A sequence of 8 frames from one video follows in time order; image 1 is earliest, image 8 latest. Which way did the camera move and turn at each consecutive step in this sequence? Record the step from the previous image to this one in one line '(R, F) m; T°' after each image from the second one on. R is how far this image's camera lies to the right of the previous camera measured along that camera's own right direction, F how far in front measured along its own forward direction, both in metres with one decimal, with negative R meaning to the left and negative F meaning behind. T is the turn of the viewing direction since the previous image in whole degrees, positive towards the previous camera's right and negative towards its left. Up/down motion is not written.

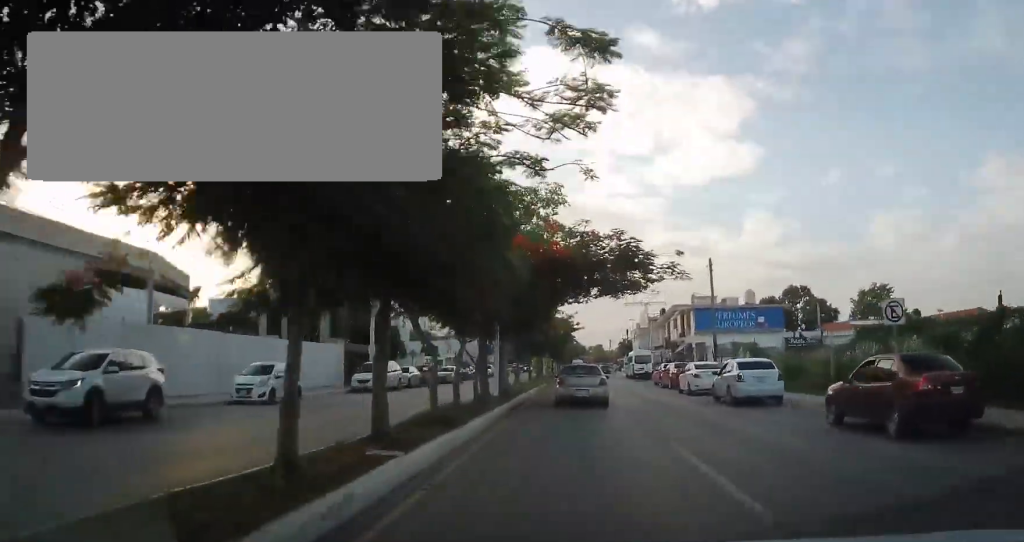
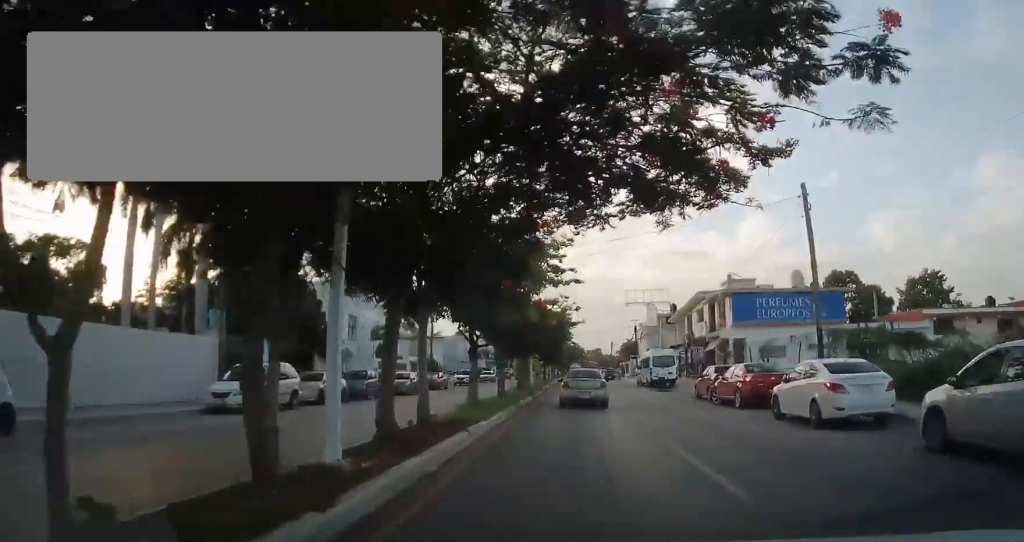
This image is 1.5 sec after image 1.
(-0.3, +13.9) m; -1°
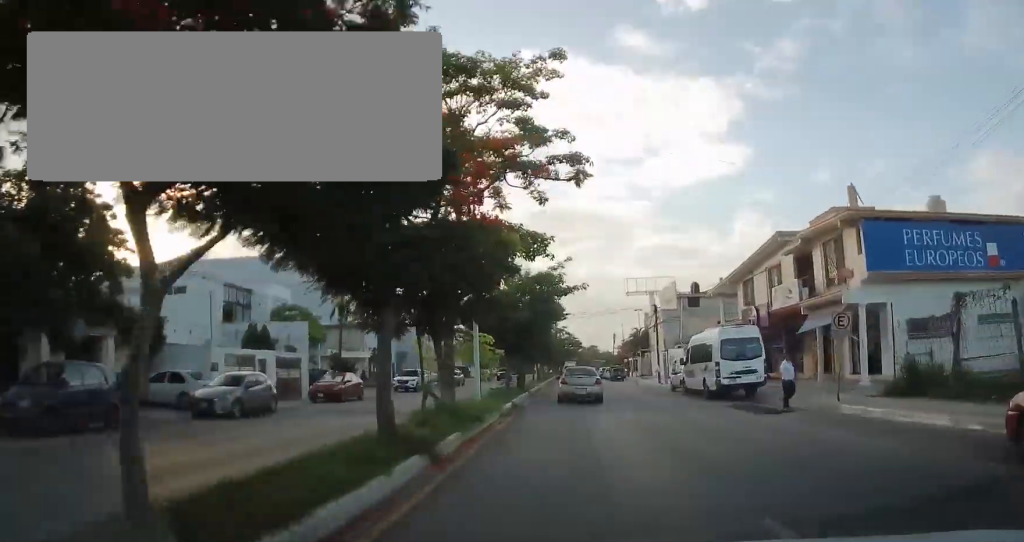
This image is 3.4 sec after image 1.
(+0.6, +19.7) m; +1°
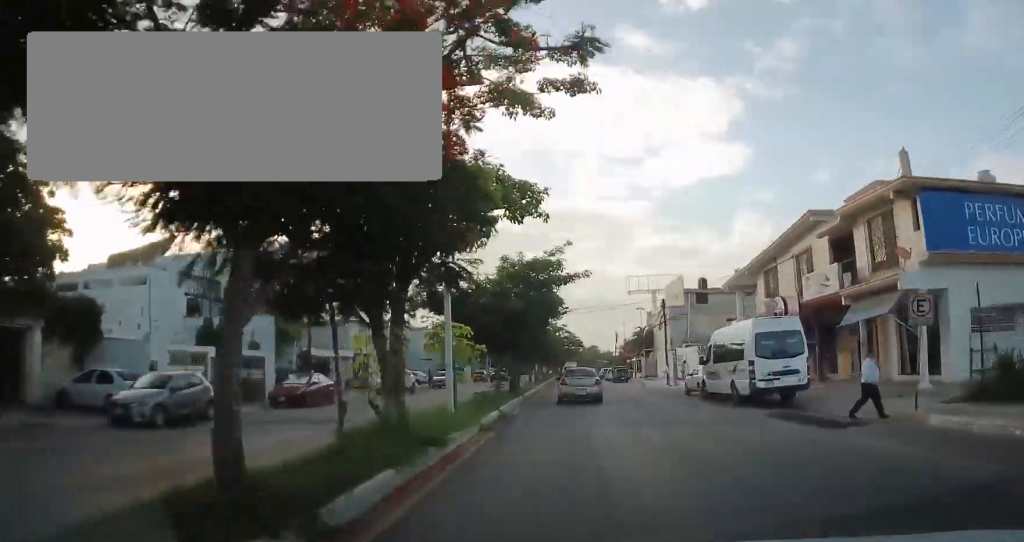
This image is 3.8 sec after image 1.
(-0.1, +4.2) m; 0°
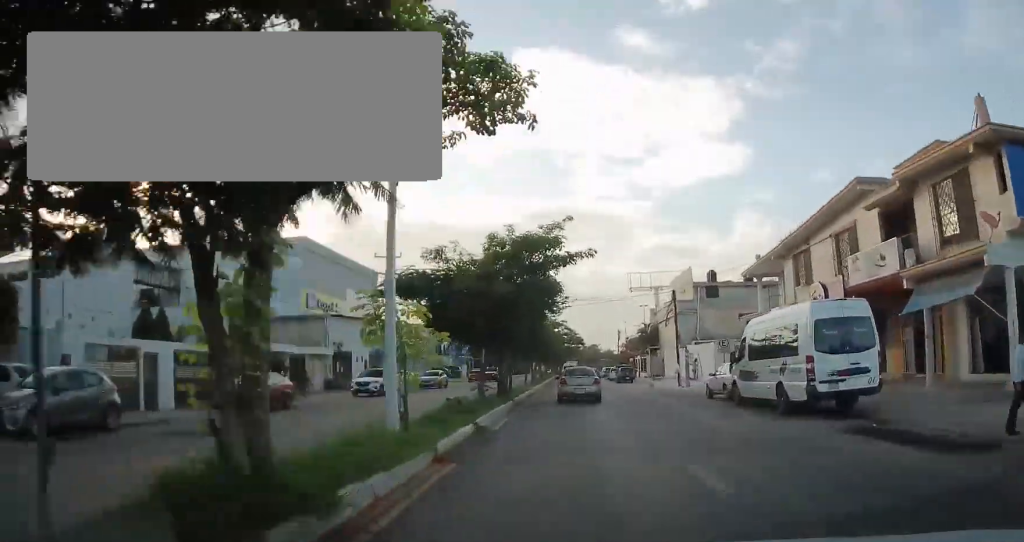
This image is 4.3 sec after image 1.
(-0.2, +4.6) m; 0°
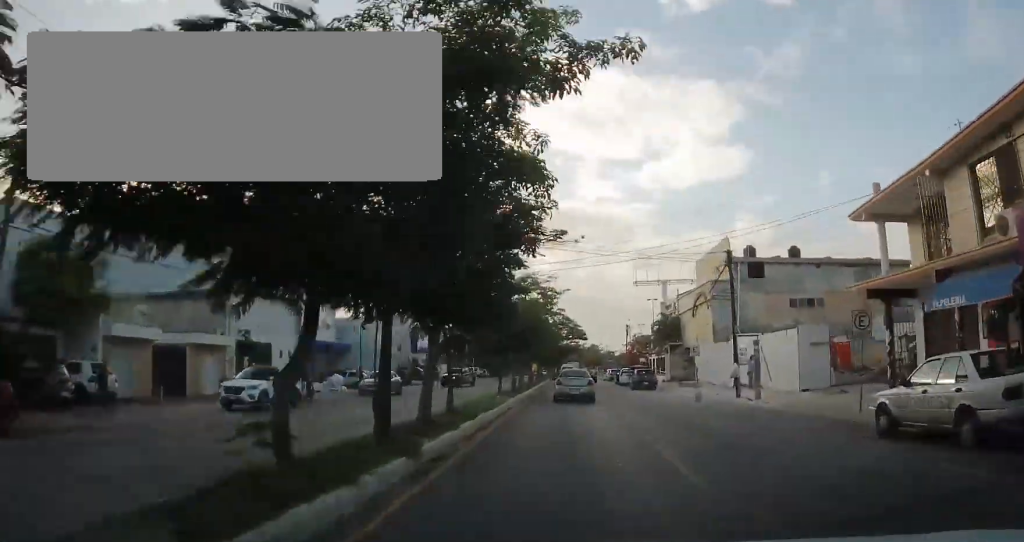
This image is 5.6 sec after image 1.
(+0.3, +14.7) m; 0°
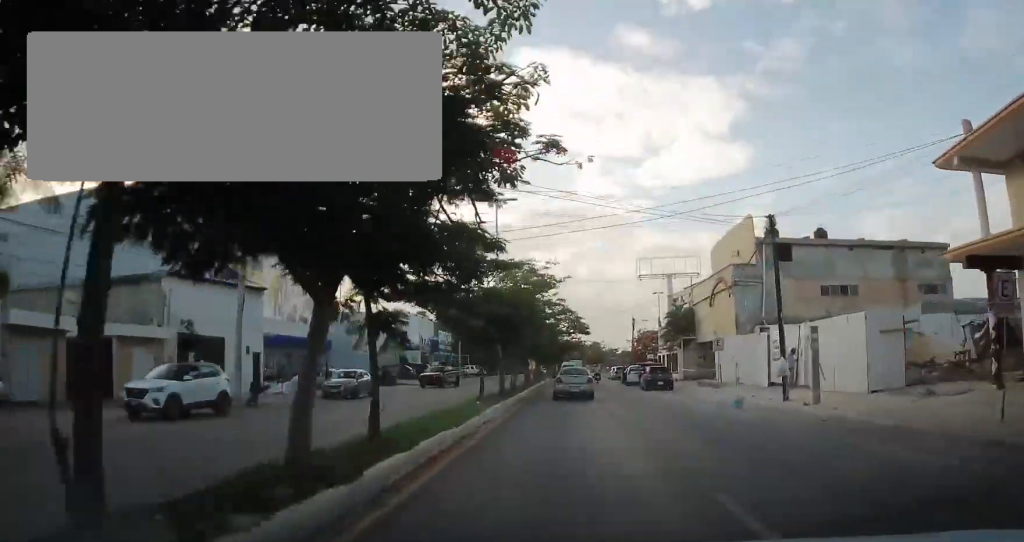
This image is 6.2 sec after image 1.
(-0.2, +5.9) m; 0°
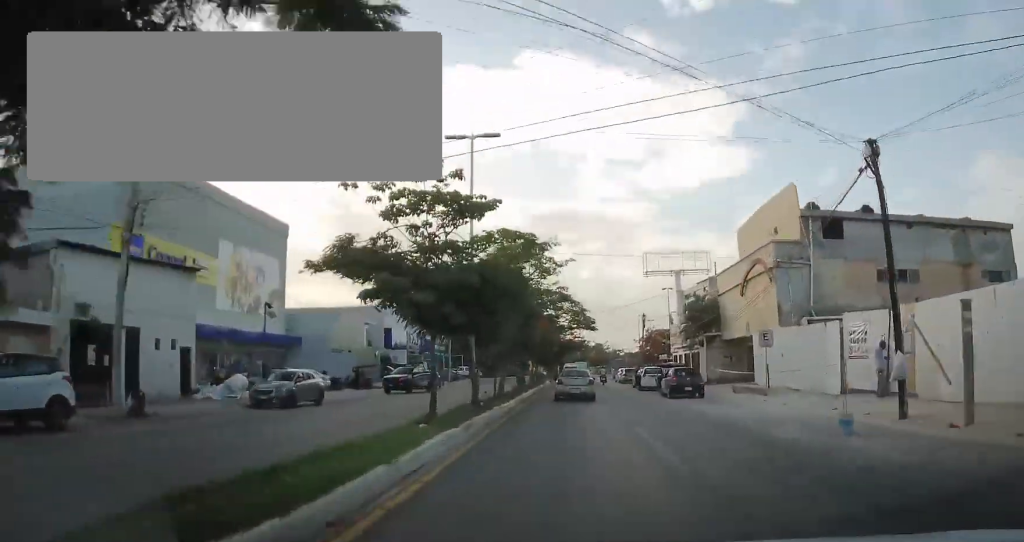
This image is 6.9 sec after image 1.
(0.0, +7.7) m; 0°
